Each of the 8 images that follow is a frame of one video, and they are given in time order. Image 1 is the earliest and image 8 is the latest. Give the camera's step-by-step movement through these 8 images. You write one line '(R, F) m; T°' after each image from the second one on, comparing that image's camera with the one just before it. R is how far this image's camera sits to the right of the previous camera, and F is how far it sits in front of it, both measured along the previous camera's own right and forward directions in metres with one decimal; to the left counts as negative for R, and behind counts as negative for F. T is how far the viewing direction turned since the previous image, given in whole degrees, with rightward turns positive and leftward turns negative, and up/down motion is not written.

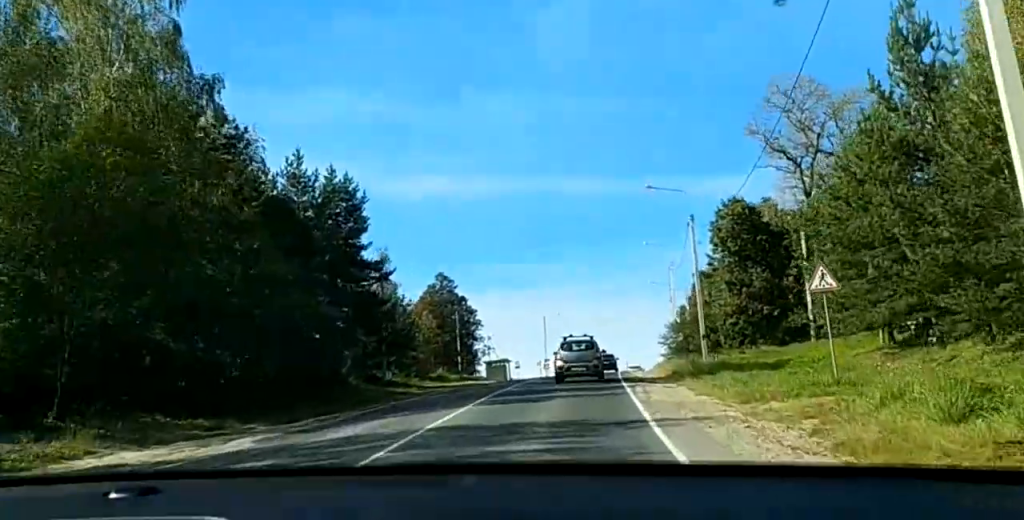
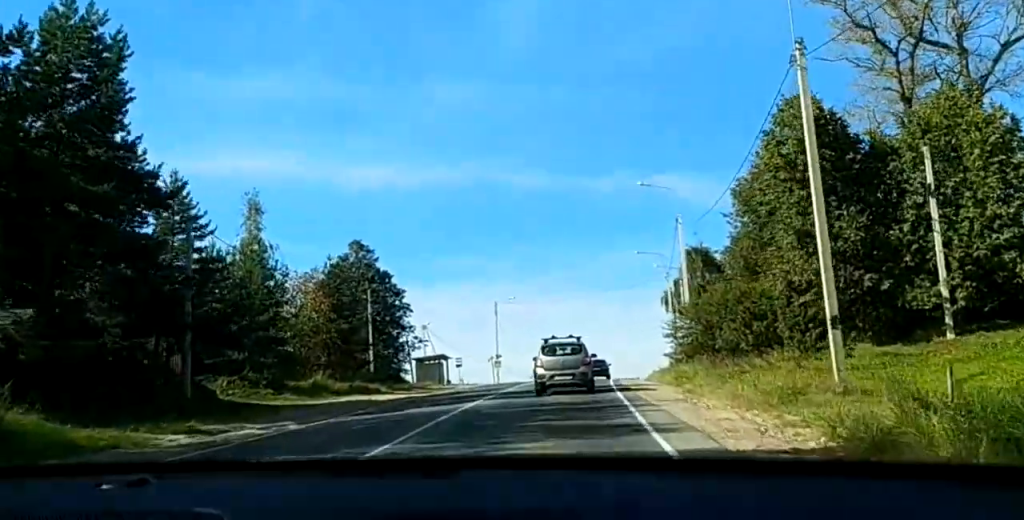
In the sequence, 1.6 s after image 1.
(+1.1, +34.8) m; +3°
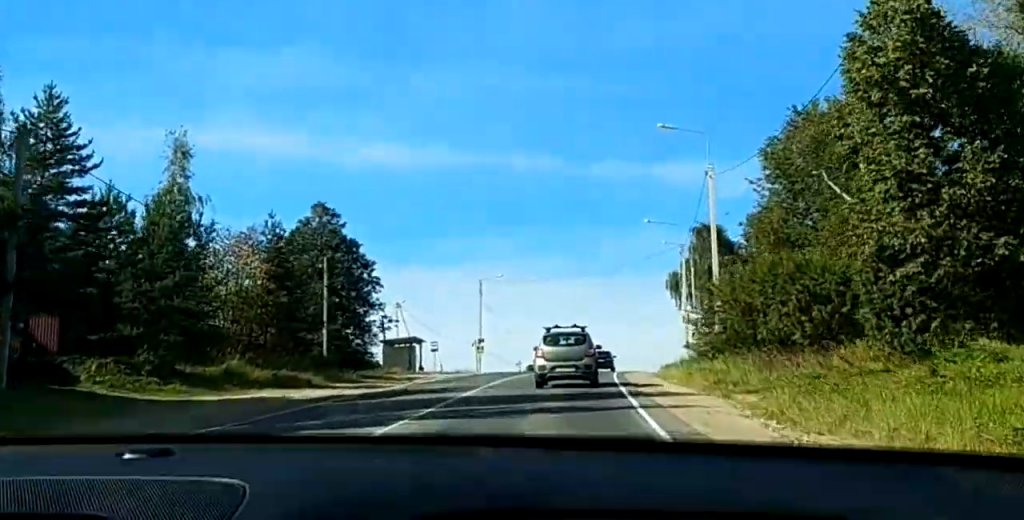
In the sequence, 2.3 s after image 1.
(+0.2, +14.3) m; +1°
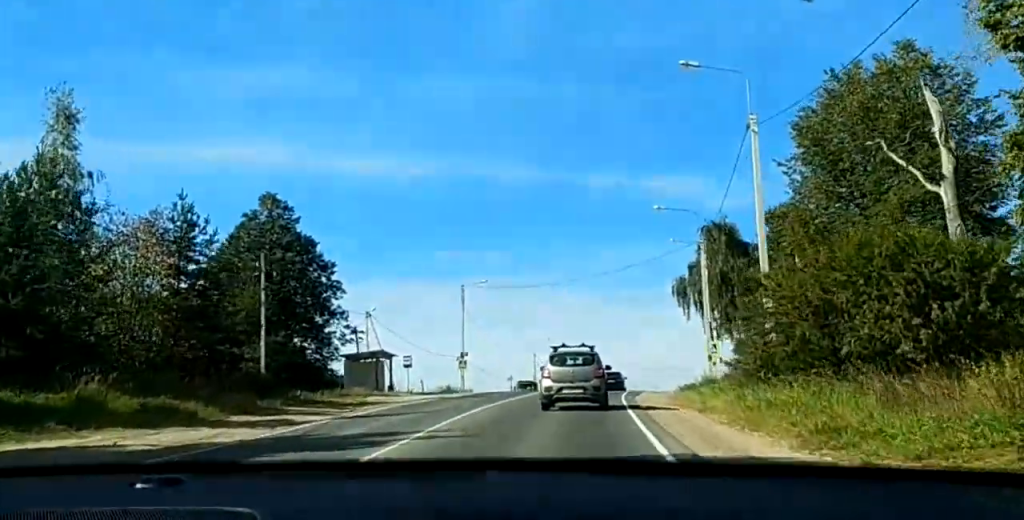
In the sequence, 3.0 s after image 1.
(+0.1, +13.4) m; +1°
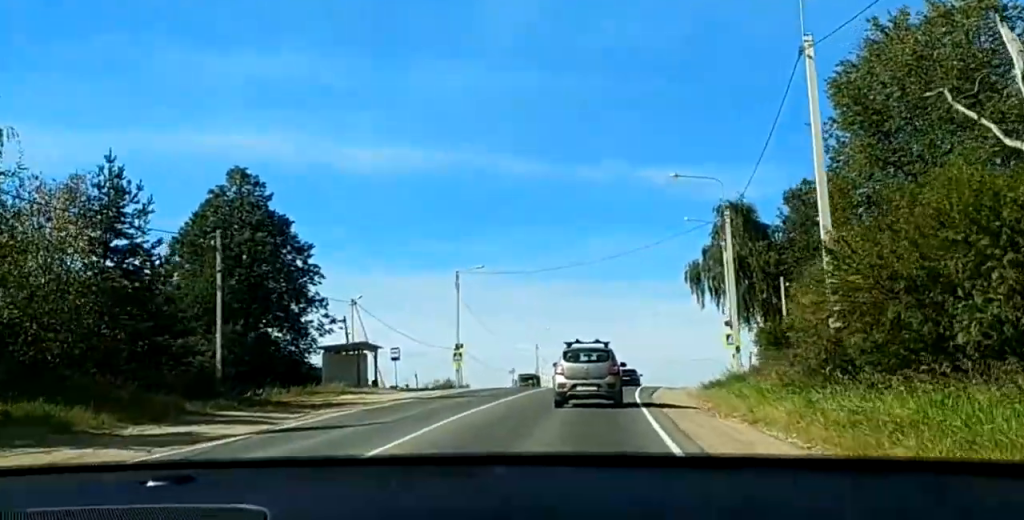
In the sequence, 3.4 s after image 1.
(0.0, +7.6) m; 0°
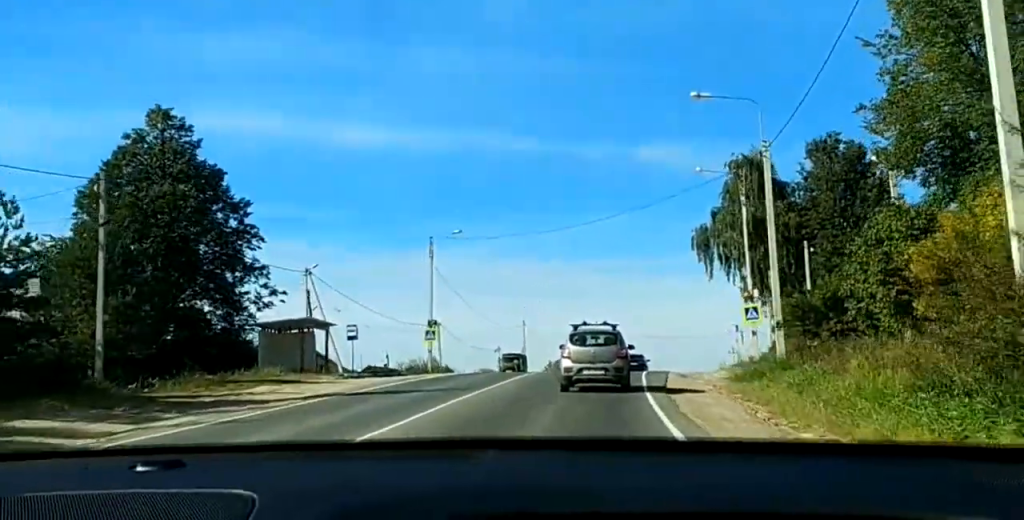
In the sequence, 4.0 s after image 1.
(0.0, +10.3) m; +1°
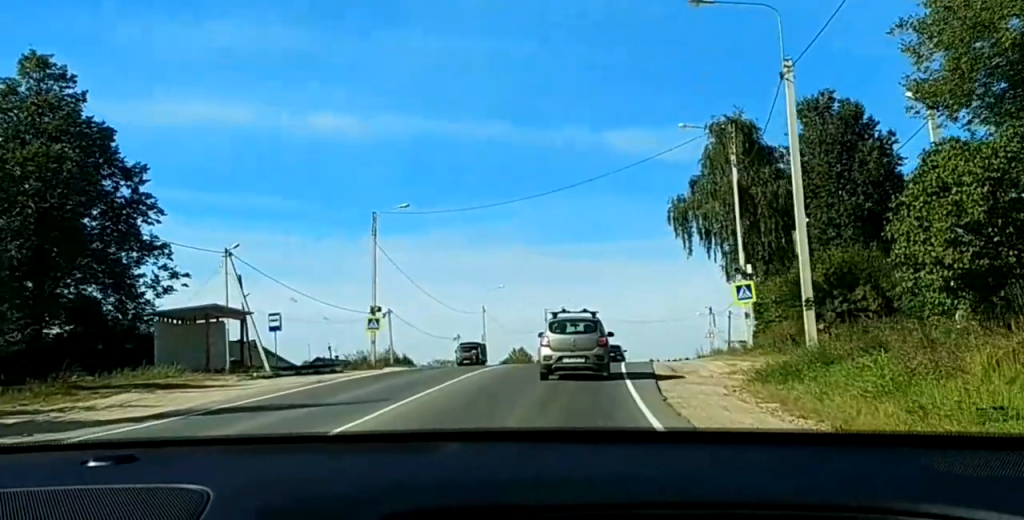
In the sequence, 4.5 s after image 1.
(+0.1, +8.2) m; 0°
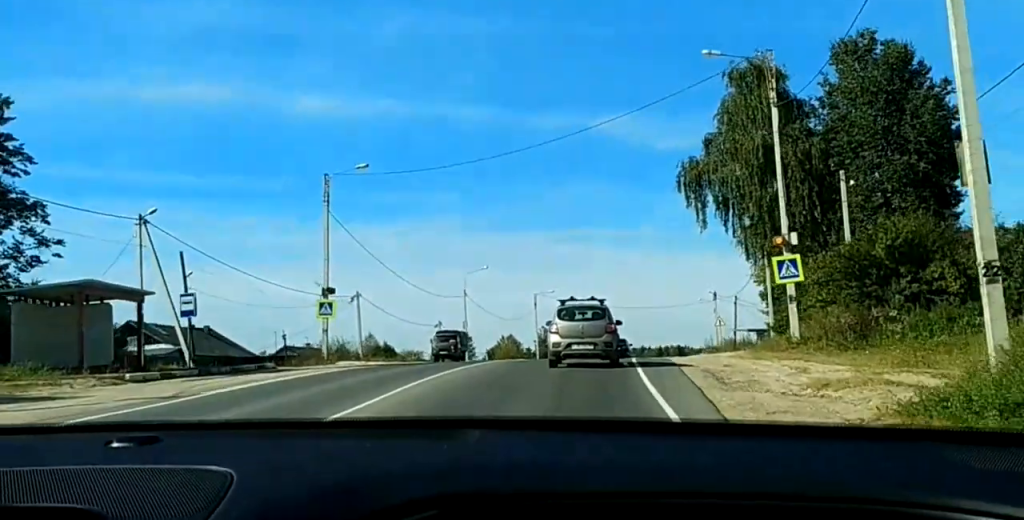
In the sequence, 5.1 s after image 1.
(+0.1, +9.4) m; +1°
